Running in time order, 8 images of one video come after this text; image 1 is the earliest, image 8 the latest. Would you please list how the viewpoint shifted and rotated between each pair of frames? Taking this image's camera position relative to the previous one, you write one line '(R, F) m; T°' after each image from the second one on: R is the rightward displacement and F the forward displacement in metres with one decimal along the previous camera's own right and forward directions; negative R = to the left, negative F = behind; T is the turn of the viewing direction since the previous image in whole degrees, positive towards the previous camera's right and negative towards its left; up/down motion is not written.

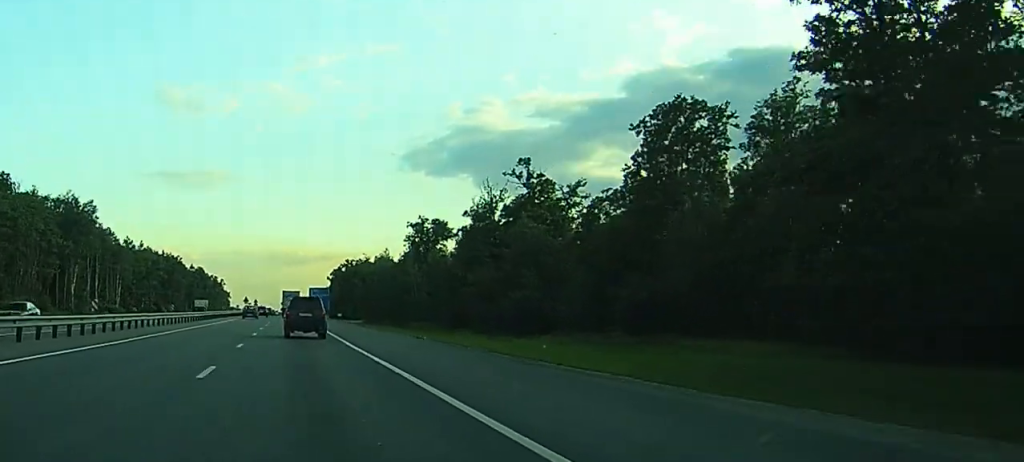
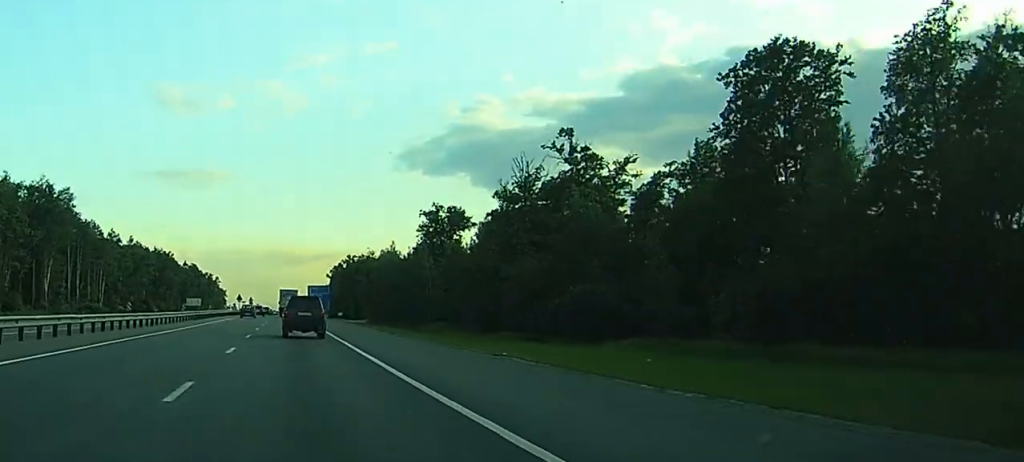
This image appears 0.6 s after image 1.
(0.0, +15.5) m; 0°
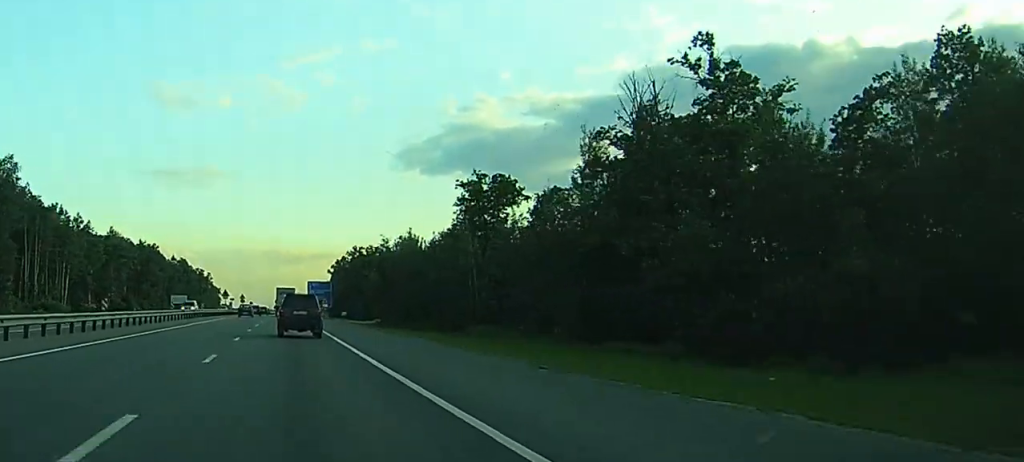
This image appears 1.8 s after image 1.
(+0.2, +28.5) m; 0°
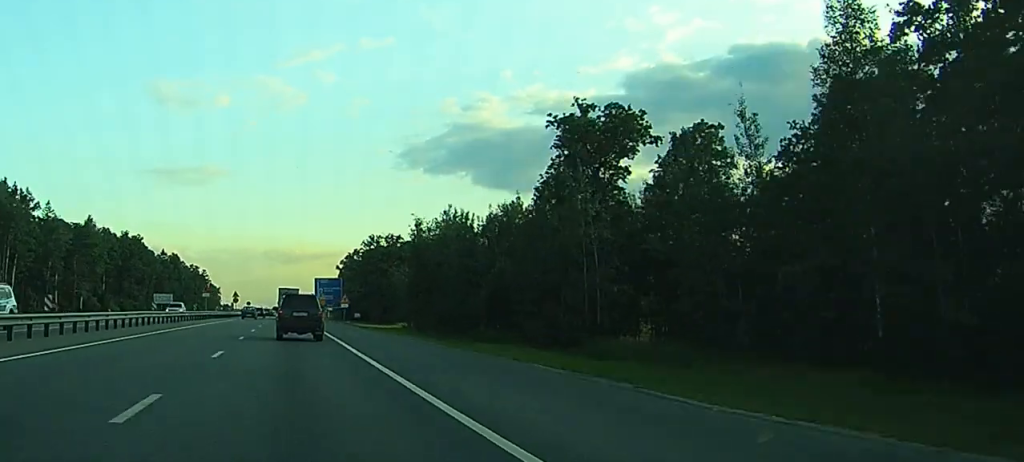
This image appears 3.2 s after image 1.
(-0.3, +33.4) m; -1°
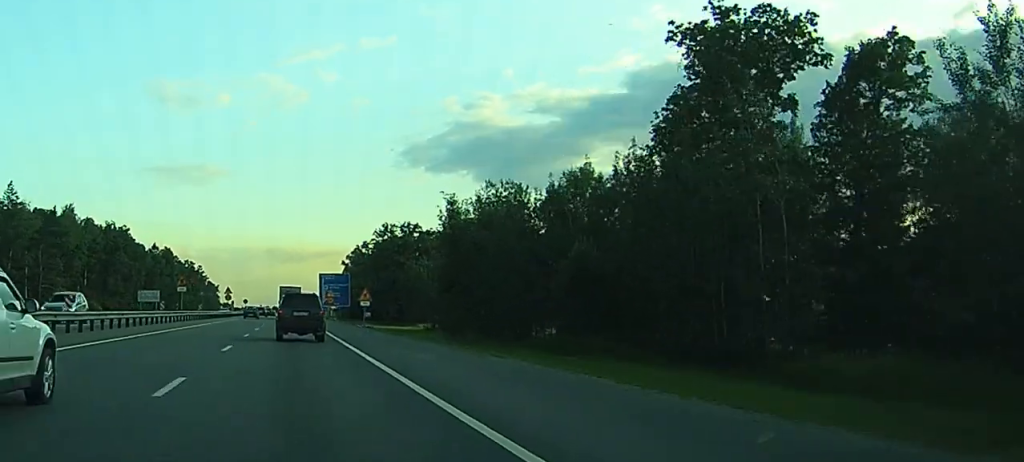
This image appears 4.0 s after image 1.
(+0.1, +21.2) m; -1°
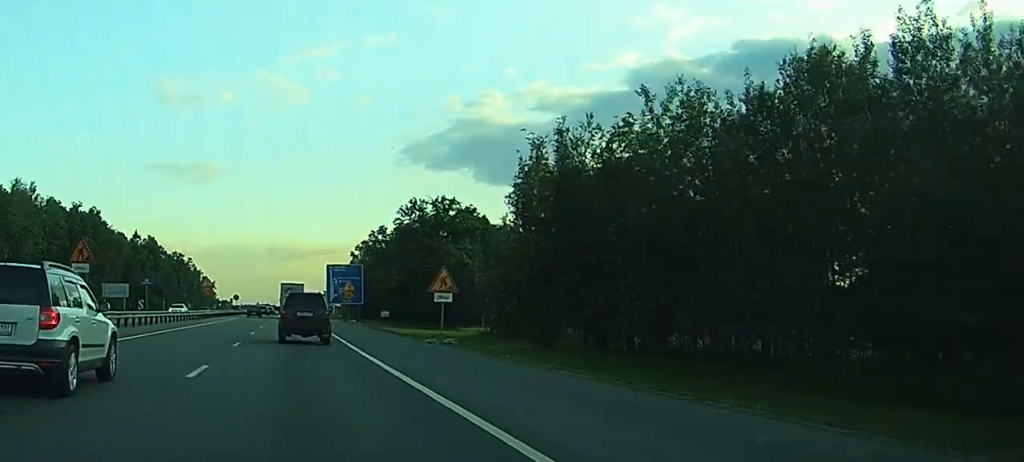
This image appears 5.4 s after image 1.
(-0.5, +32.7) m; -1°
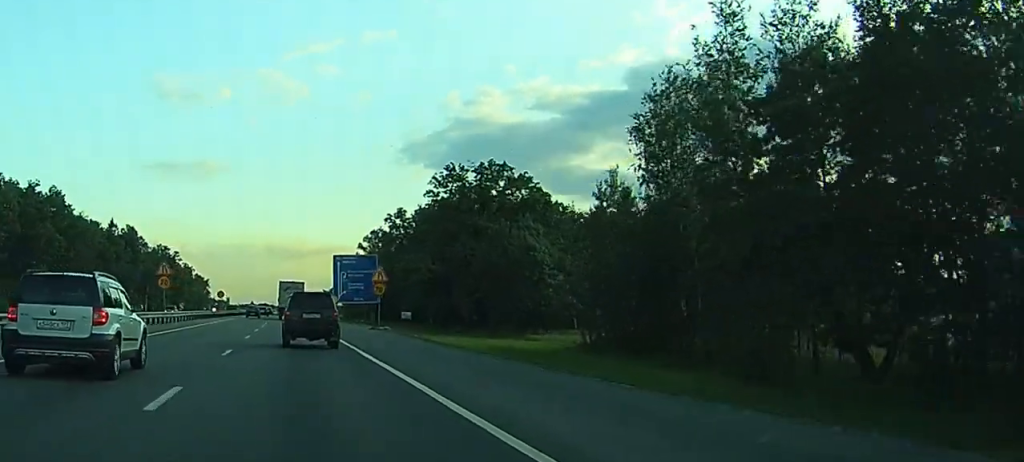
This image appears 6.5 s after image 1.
(-0.2, +28.8) m; 0°
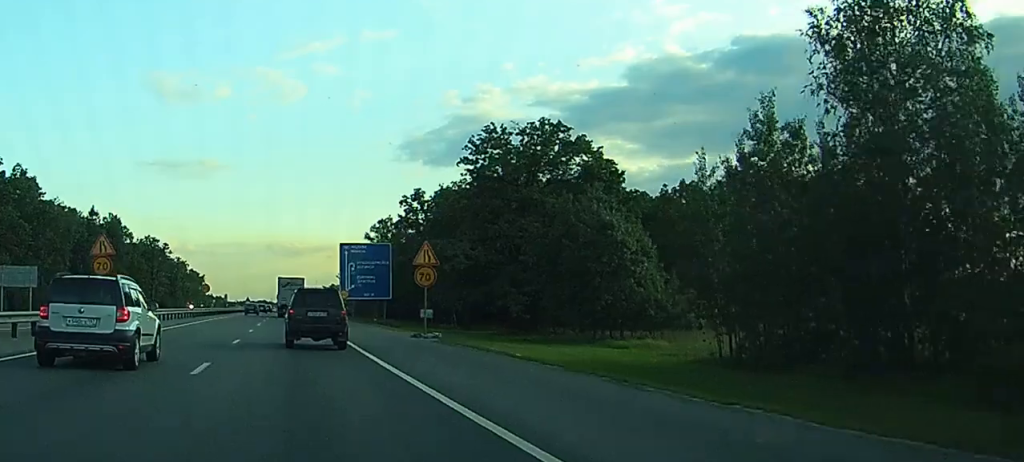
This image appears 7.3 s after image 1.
(-0.4, +18.8) m; +2°
